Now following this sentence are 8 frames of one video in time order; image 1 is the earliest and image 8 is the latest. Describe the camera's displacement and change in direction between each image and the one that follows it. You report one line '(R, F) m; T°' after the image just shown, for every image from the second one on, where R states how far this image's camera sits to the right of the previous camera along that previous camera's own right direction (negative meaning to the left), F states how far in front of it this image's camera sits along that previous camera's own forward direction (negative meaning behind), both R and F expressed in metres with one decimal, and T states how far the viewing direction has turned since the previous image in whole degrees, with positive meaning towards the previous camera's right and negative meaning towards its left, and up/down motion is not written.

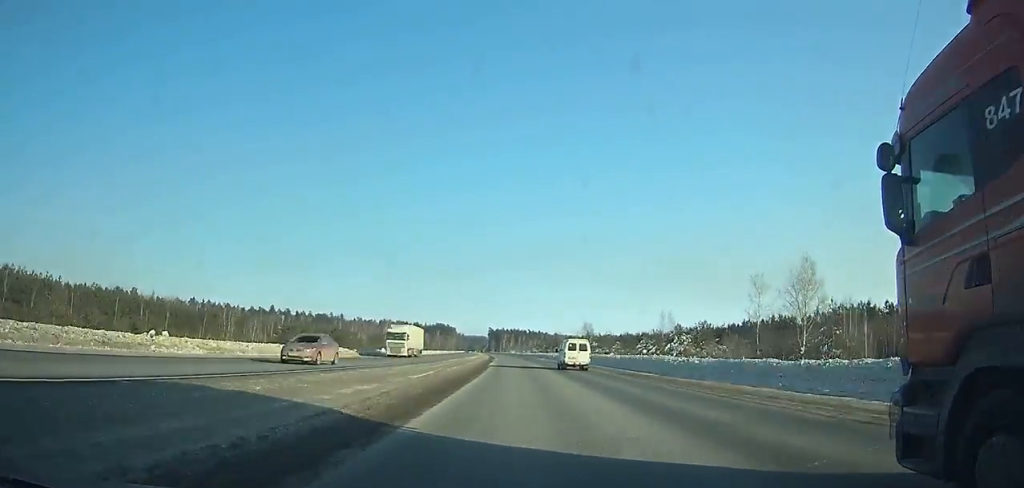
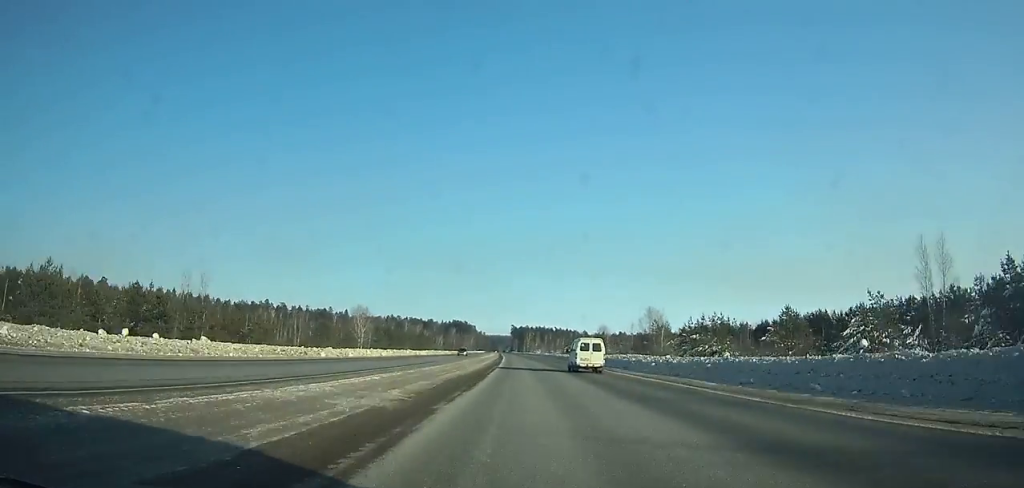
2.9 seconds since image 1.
(-1.1, +70.0) m; -1°
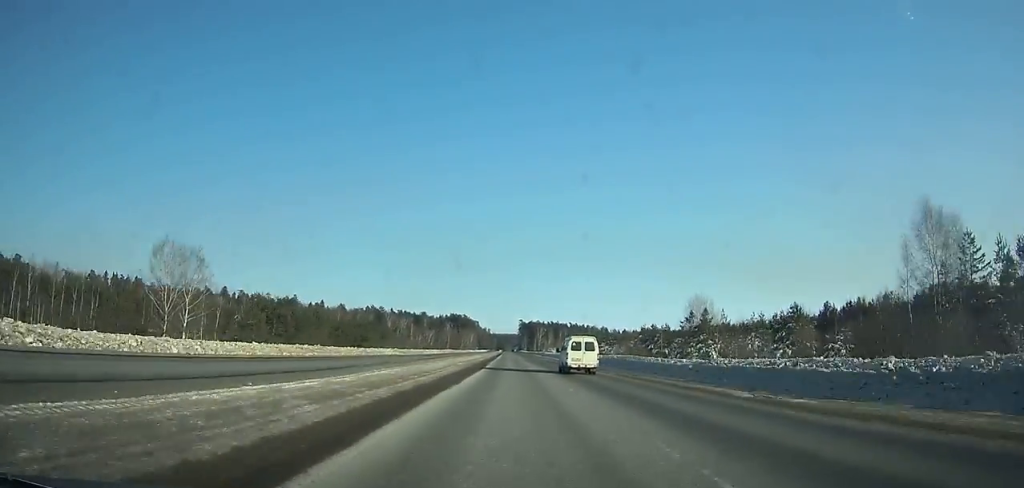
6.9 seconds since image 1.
(-1.0, +95.1) m; -1°
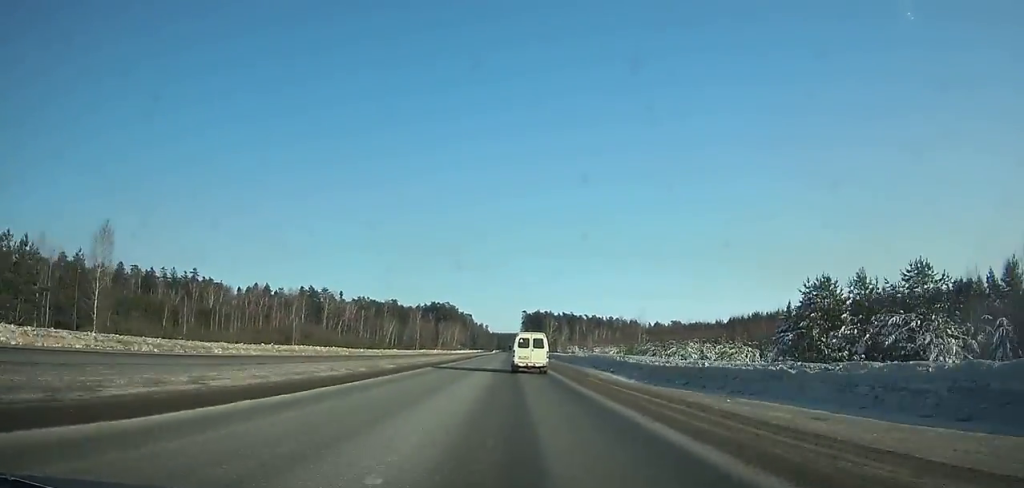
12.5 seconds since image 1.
(-0.4, +130.4) m; -1°
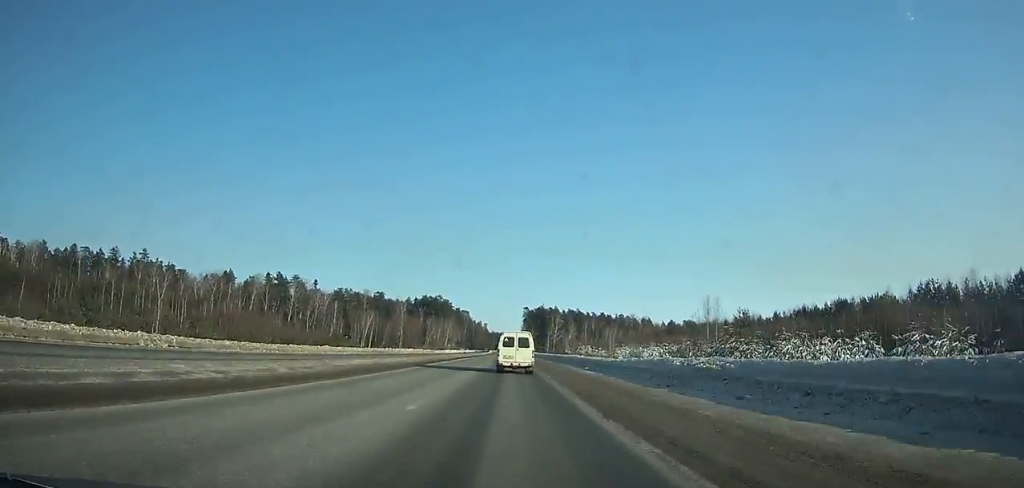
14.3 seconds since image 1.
(-0.2, +41.7) m; 0°
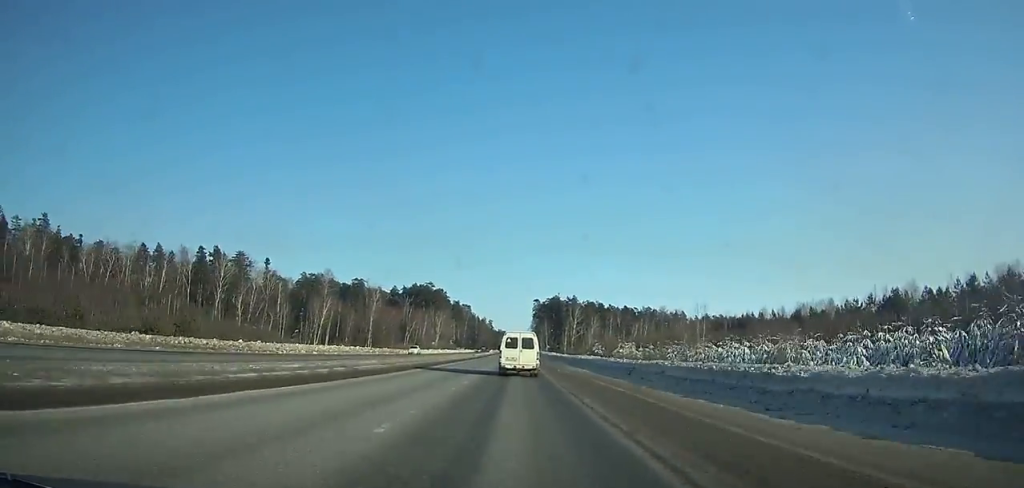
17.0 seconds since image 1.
(-0.4, +62.4) m; 0°
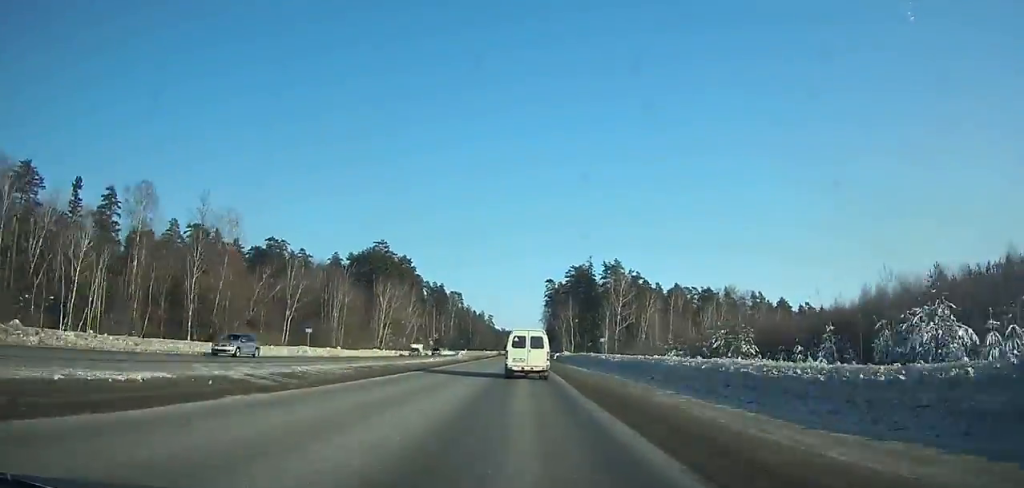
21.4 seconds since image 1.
(-0.1, +101.7) m; +3°
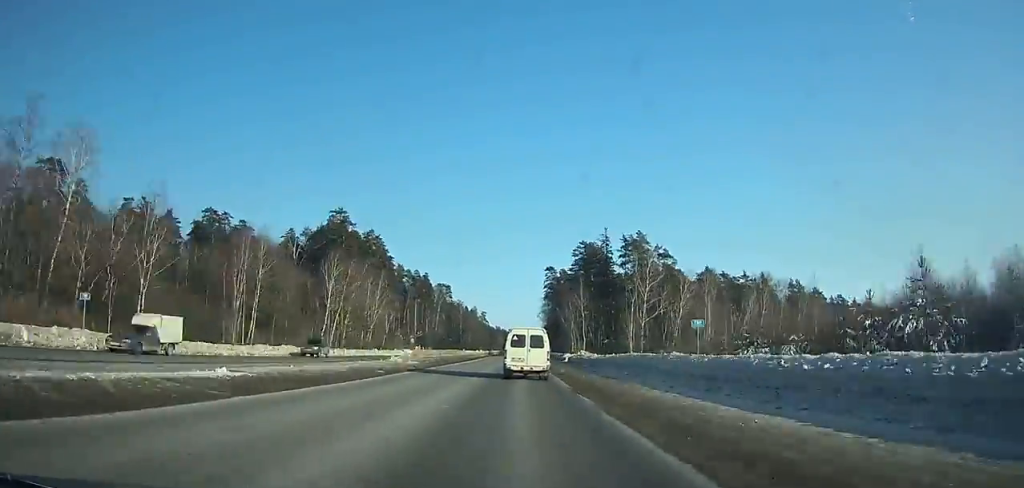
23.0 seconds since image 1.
(+0.9, +36.9) m; 0°
